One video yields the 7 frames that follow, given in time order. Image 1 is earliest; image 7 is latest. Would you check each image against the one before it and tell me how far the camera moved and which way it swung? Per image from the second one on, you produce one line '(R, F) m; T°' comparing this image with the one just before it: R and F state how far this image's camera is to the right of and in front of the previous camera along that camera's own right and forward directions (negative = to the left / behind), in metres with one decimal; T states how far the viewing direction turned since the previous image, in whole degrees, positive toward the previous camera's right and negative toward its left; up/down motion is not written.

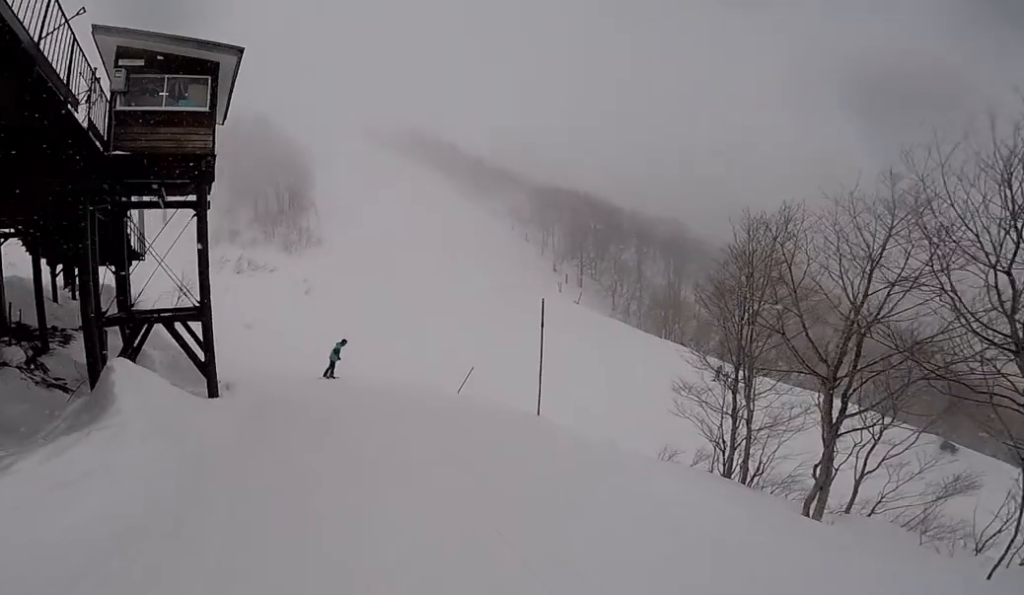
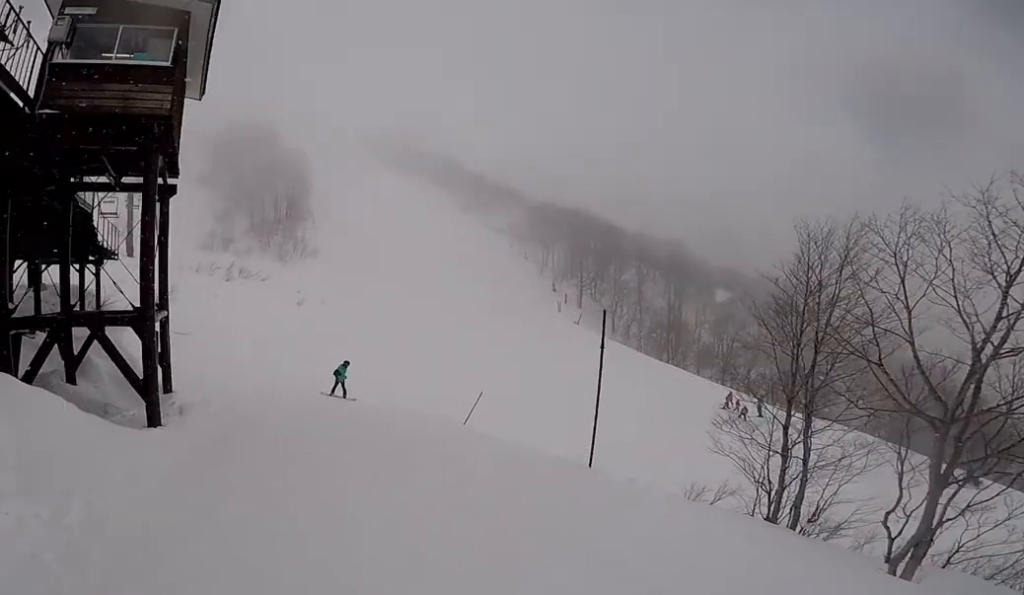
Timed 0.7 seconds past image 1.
(+0.5, +2.1) m; -5°
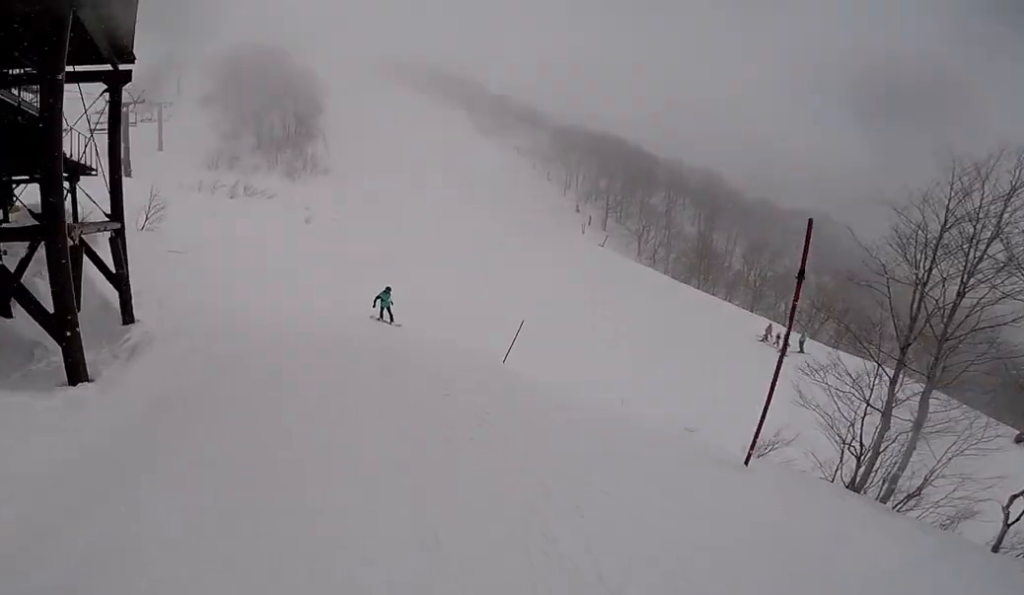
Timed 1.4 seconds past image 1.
(-0.8, +2.2) m; -6°
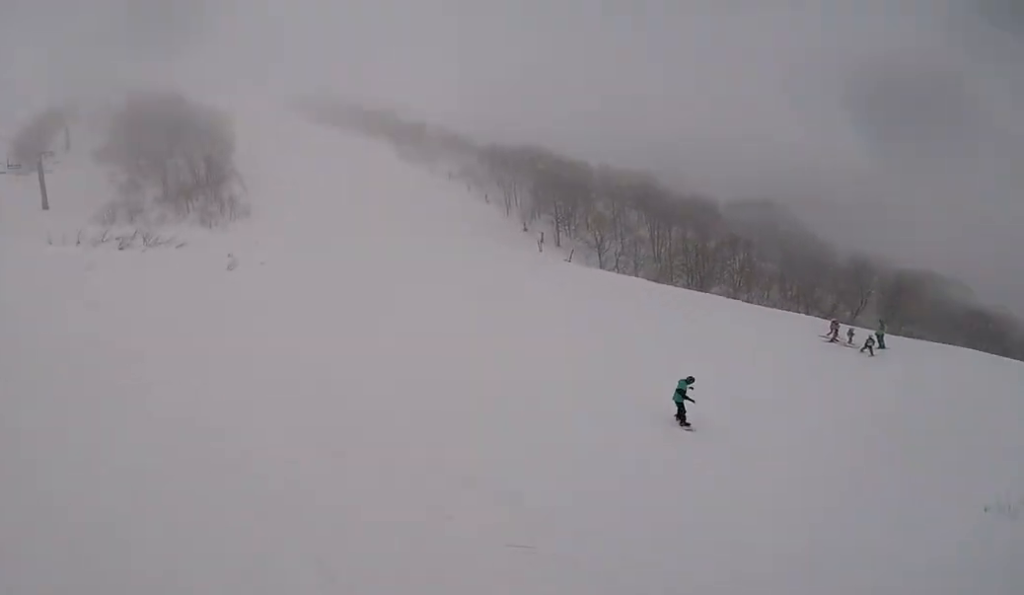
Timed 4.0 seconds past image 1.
(-1.2, +9.8) m; -15°
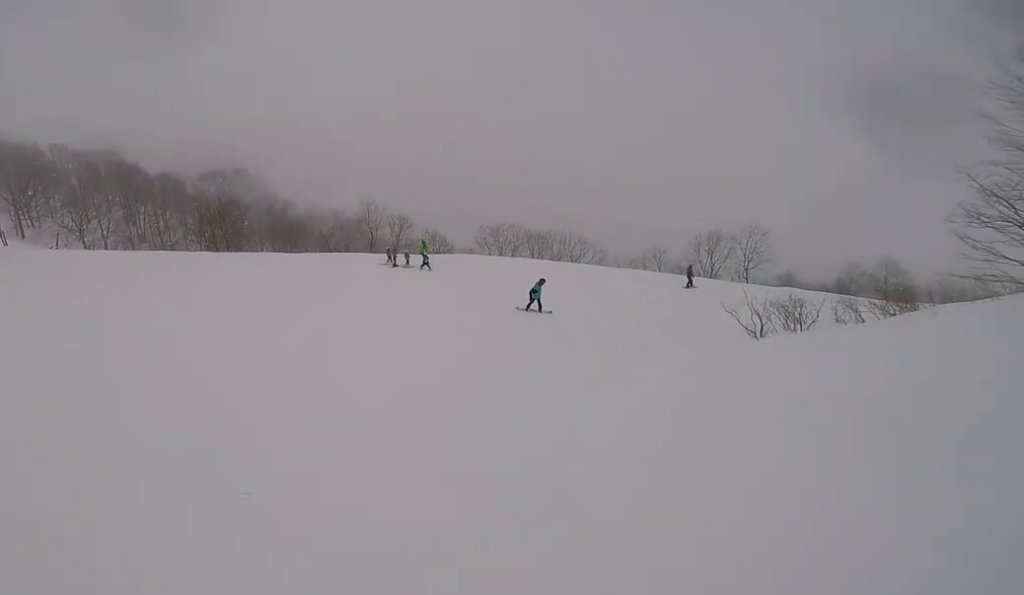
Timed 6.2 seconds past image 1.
(+3.3, +9.7) m; +41°
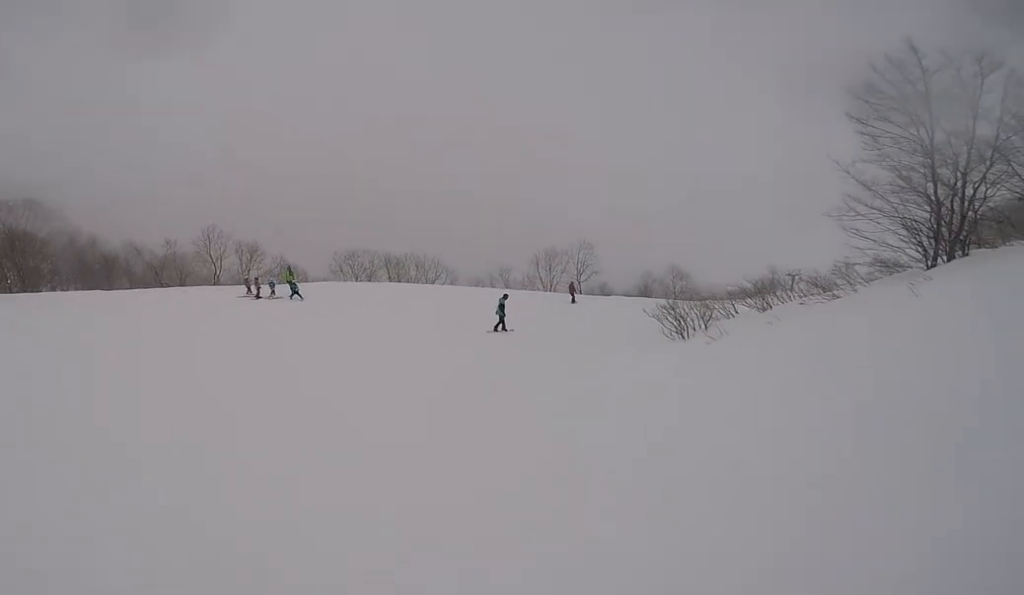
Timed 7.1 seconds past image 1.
(+0.5, +4.0) m; +22°
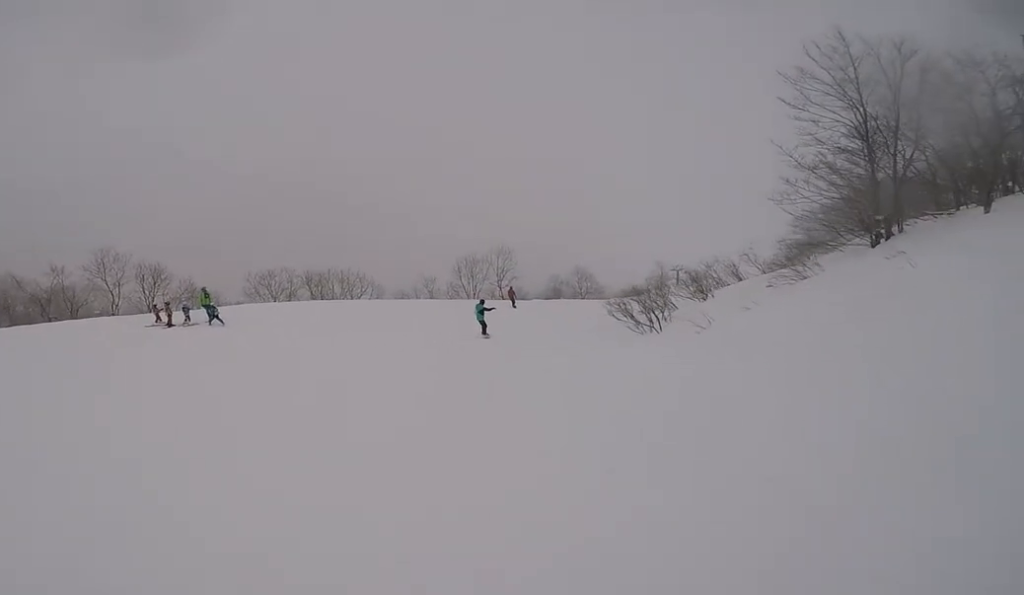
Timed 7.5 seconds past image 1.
(-0.2, +2.2) m; +16°
